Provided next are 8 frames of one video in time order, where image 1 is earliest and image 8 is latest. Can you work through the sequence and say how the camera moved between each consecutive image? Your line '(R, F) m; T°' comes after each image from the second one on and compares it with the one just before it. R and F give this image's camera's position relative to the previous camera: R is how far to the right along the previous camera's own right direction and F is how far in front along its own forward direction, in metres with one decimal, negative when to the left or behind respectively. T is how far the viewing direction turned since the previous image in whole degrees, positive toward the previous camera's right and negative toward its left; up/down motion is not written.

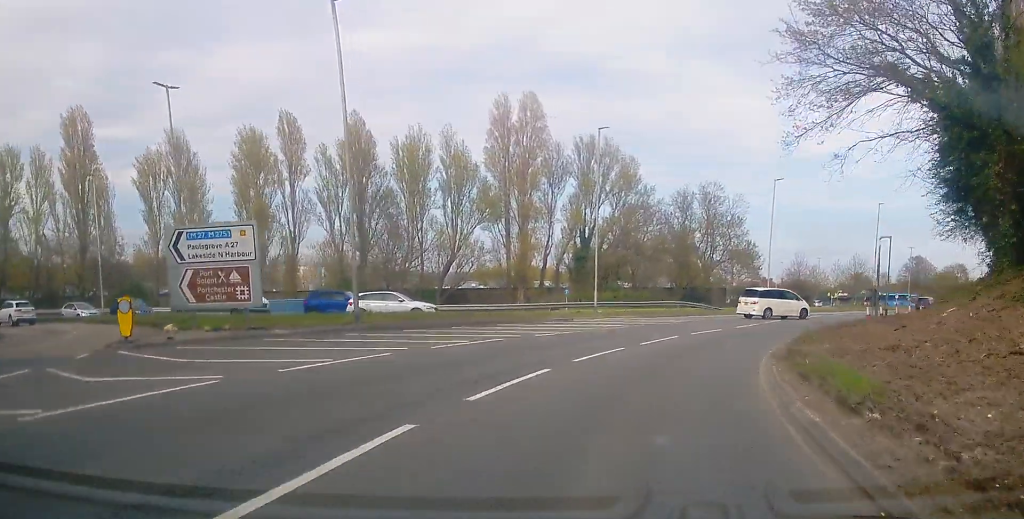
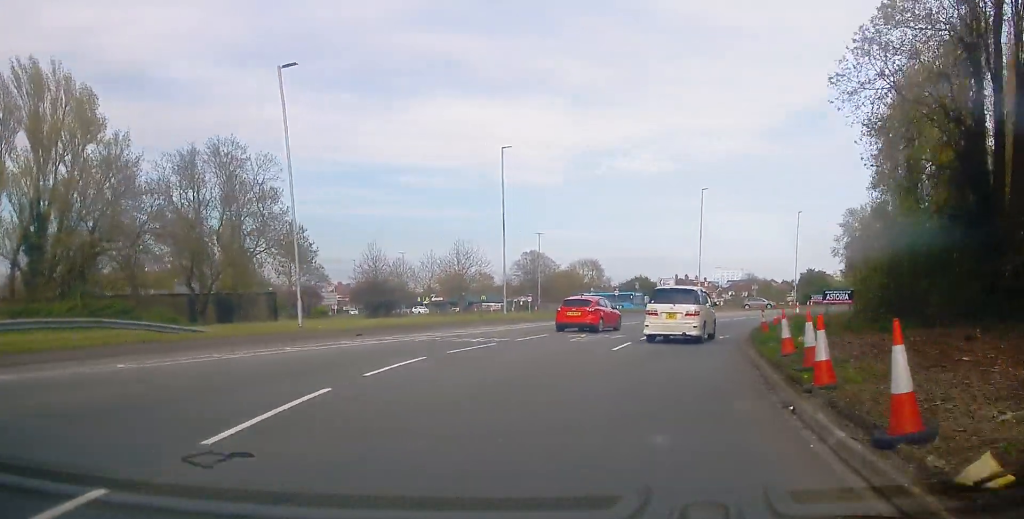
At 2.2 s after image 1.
(+12.8, +34.1) m; +44°
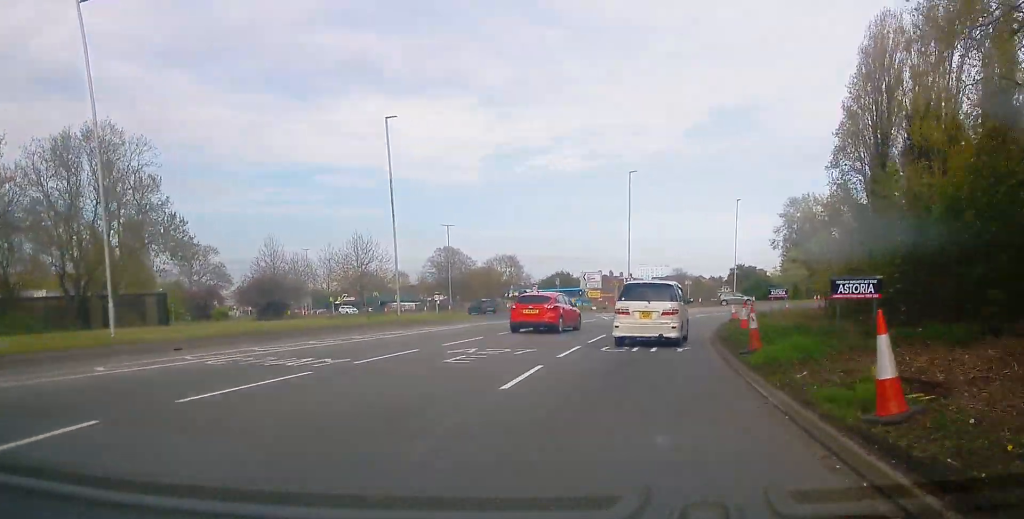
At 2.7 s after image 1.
(+1.0, +9.2) m; +7°
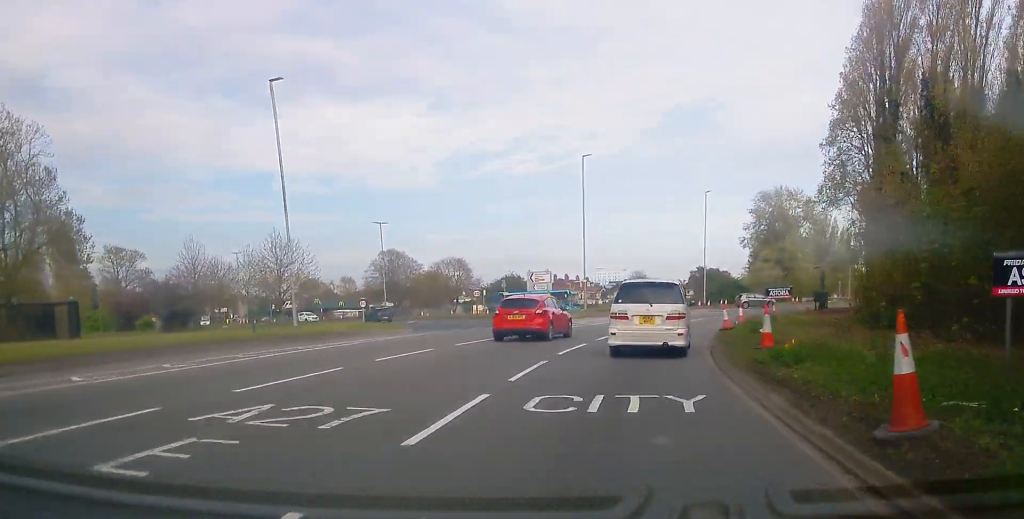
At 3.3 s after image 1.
(+0.7, +10.3) m; +6°
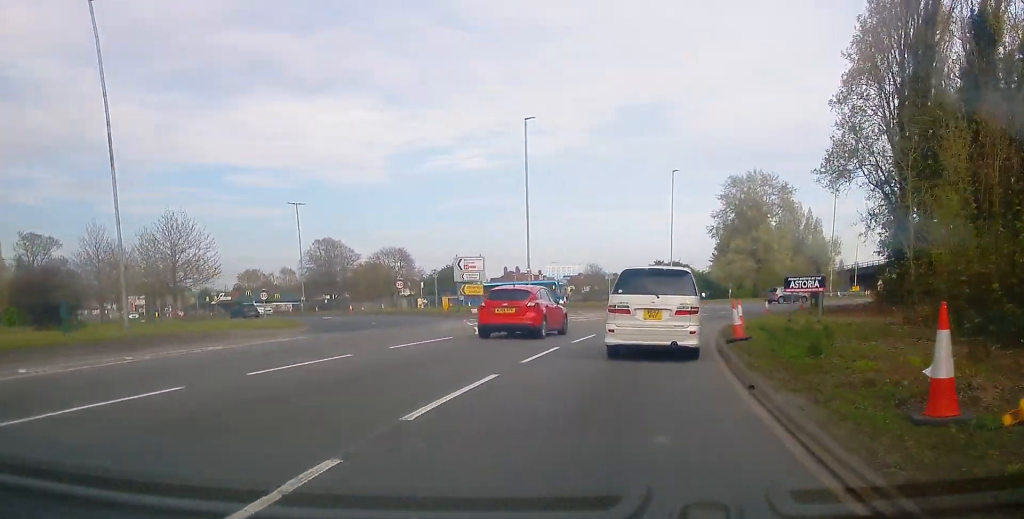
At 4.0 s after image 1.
(+0.4, +11.4) m; +2°
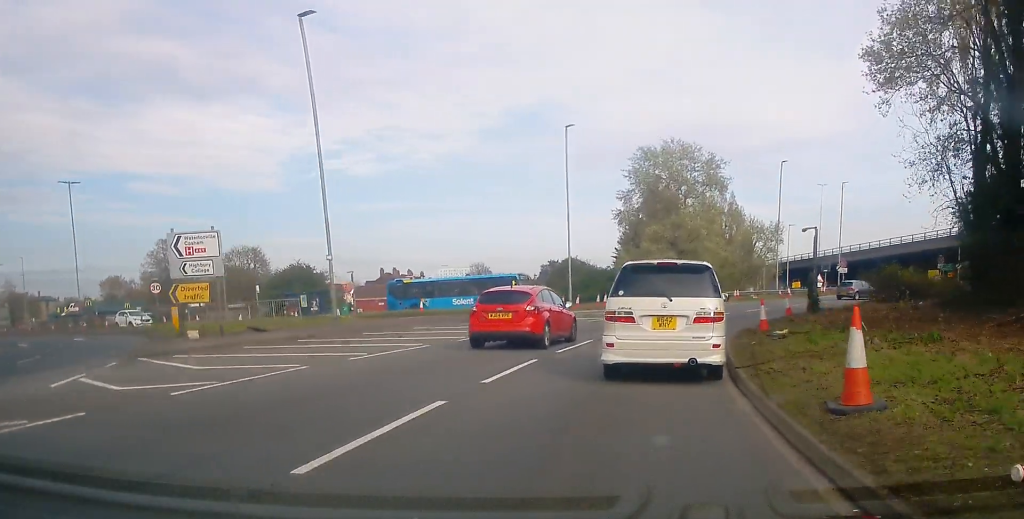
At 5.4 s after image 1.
(+0.5, +20.8) m; +6°
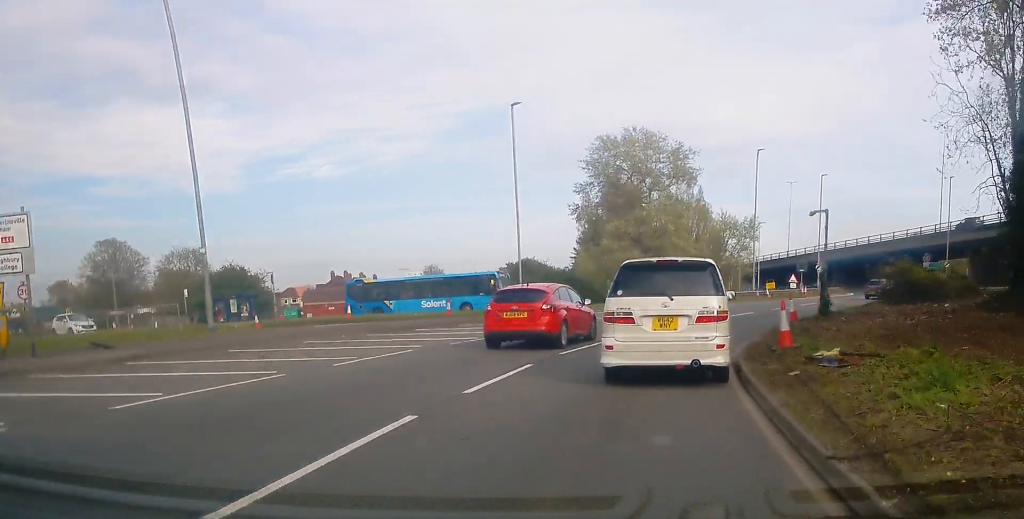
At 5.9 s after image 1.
(+0.6, +7.4) m; +5°
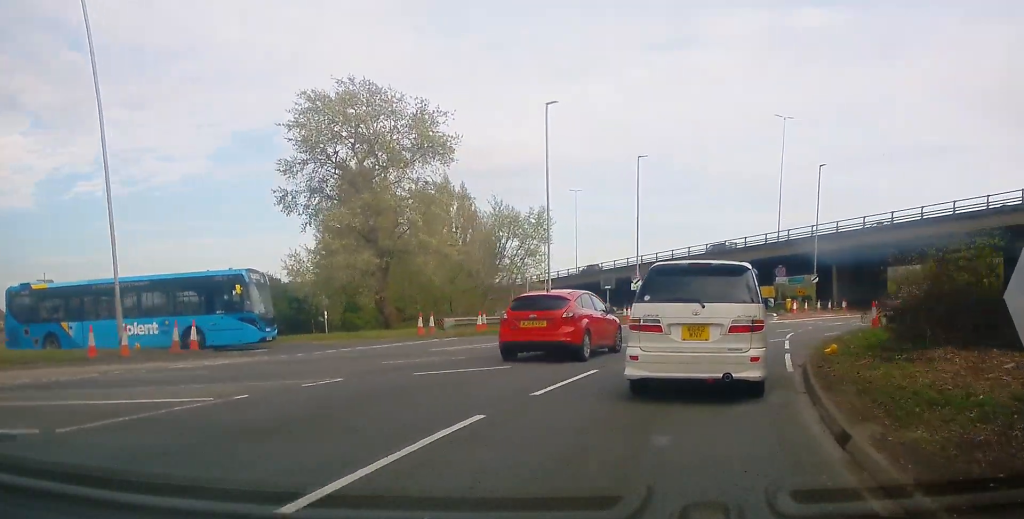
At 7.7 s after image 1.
(+3.3, +25.1) m; +14°
